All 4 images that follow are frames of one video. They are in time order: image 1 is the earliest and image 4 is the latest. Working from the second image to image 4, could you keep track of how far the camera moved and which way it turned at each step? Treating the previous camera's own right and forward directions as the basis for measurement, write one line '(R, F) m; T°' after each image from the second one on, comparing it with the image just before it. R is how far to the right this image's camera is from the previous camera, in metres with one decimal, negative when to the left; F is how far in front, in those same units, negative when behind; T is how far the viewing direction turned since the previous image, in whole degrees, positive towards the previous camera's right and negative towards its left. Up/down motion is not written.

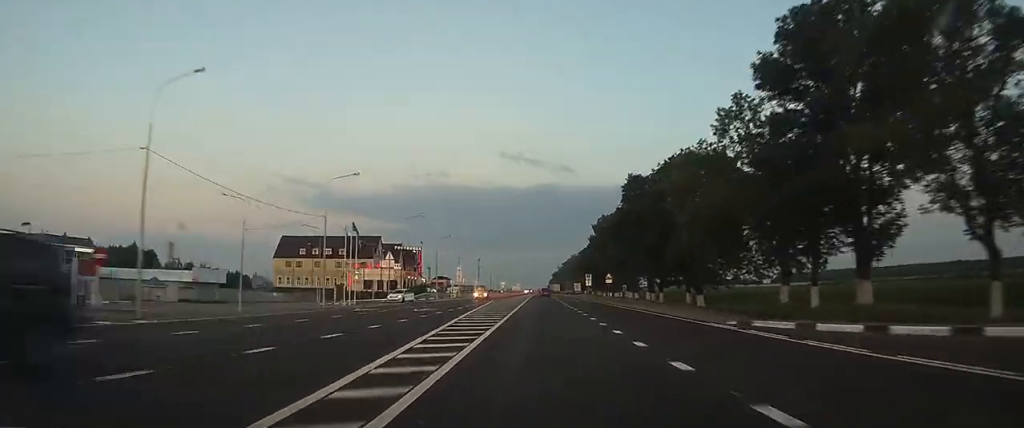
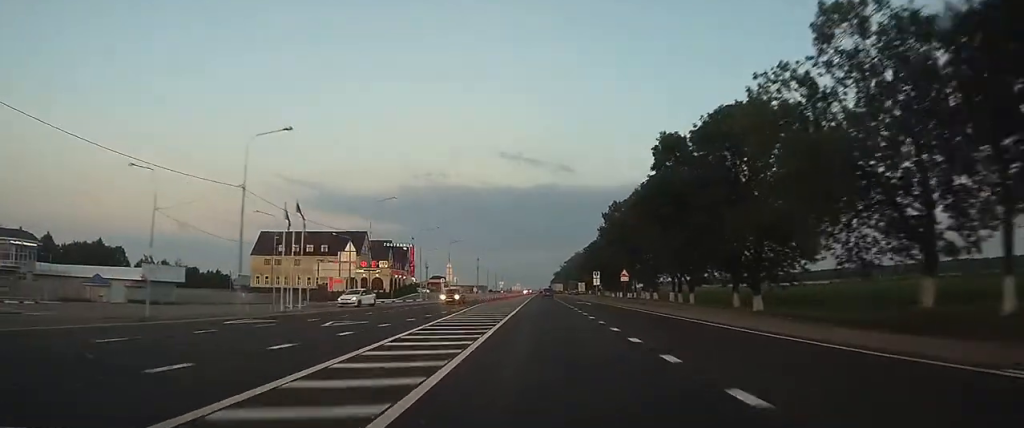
(0.0, +15.1) m; 0°
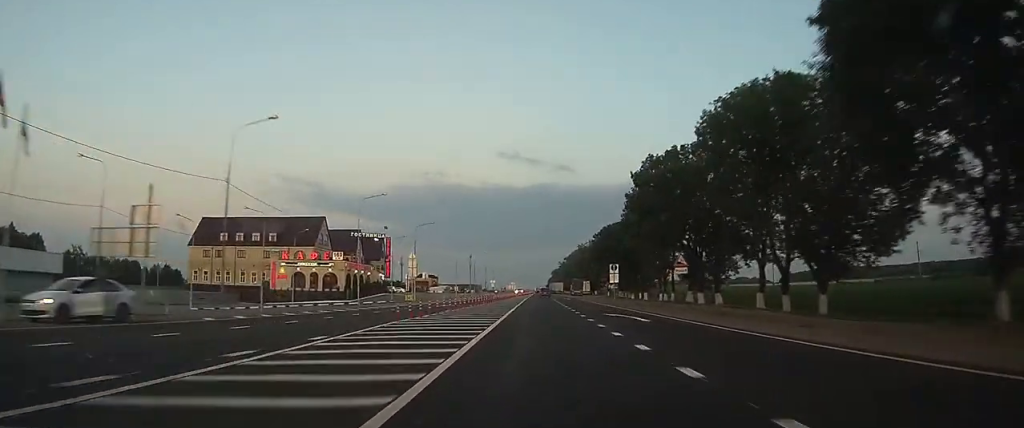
(-0.1, +29.8) m; 0°
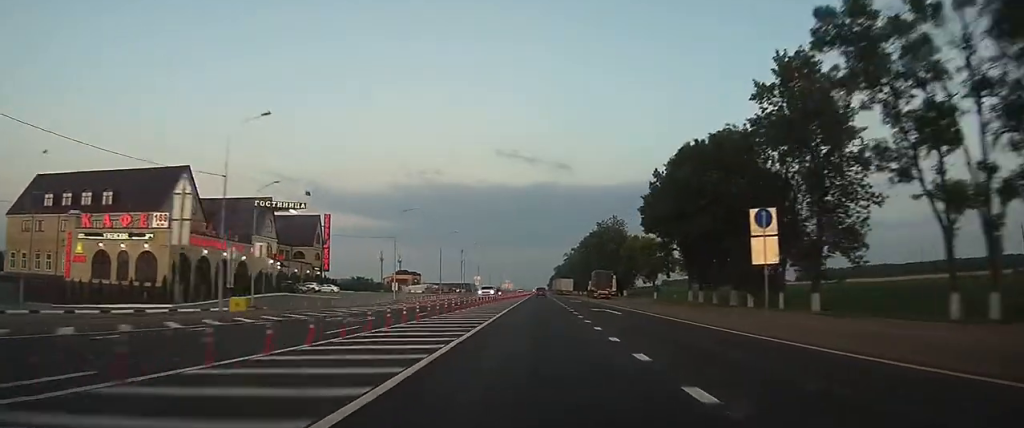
(+0.5, +54.5) m; +1°
